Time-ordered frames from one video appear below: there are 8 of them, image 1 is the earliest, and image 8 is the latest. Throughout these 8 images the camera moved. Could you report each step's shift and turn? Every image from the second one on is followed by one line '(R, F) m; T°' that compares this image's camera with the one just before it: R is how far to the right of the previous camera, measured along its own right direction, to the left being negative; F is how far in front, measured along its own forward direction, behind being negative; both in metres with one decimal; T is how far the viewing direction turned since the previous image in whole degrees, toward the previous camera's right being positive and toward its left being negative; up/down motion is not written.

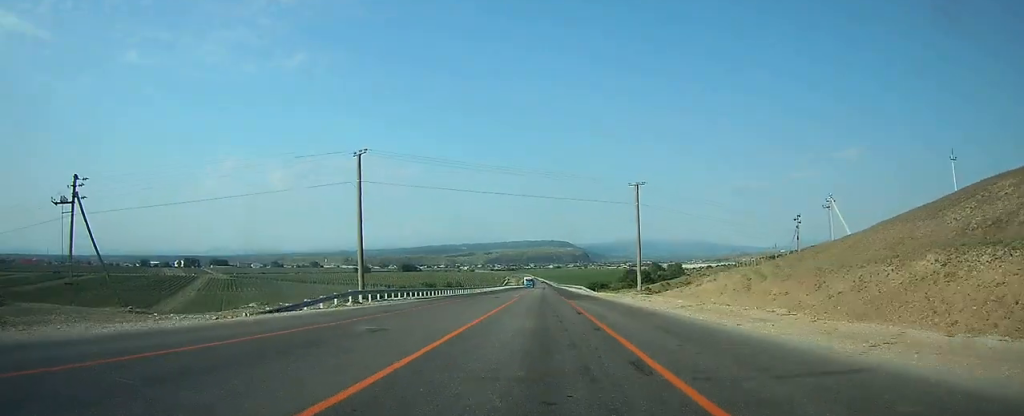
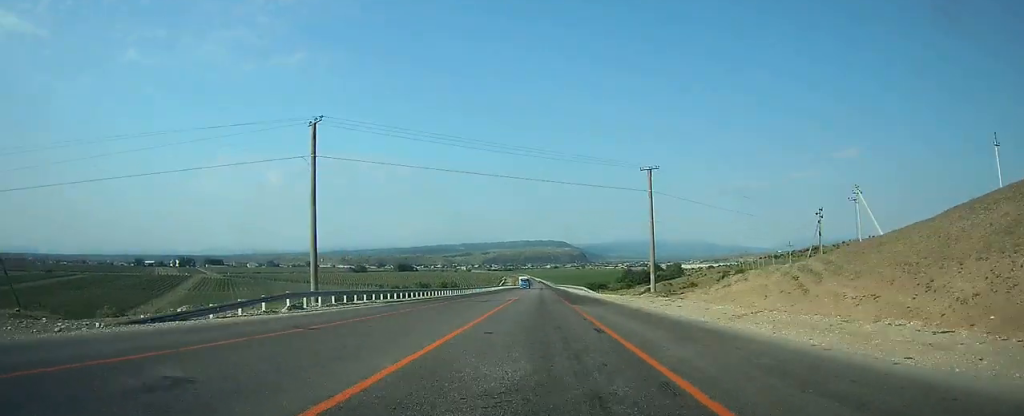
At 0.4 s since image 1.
(0.0, +8.9) m; 0°
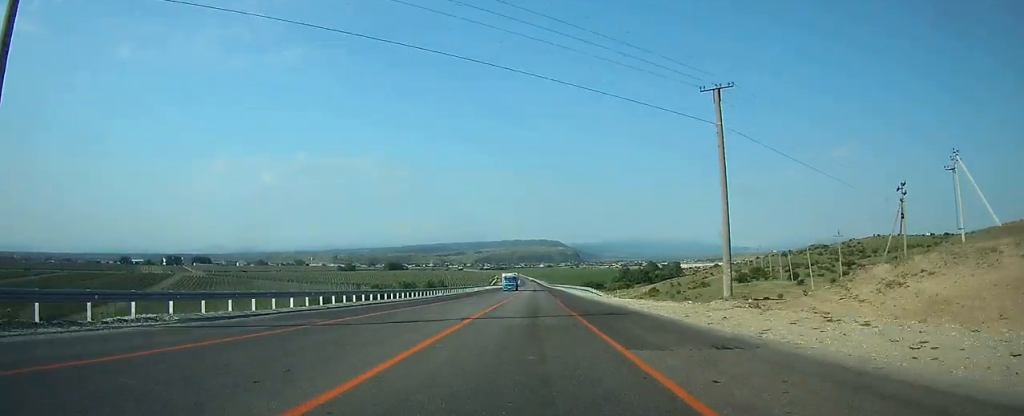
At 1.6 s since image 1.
(+0.1, +23.2) m; 0°
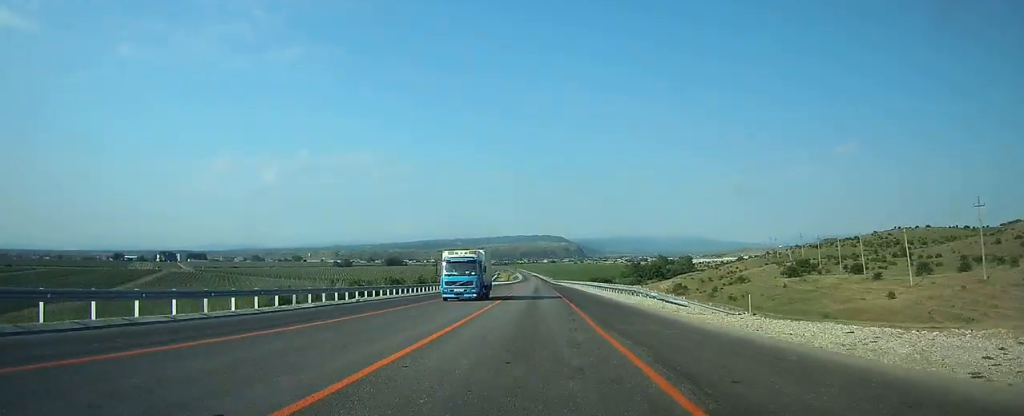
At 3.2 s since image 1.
(0.0, +34.1) m; 0°
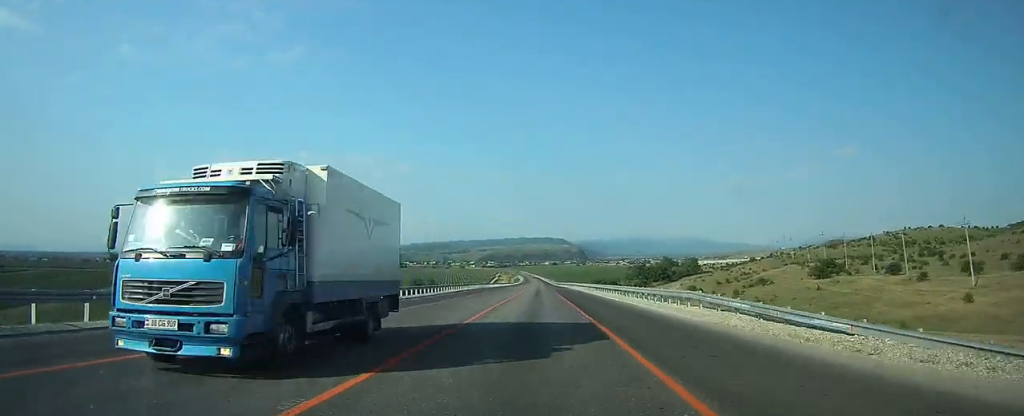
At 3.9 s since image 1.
(0.0, +14.3) m; 0°
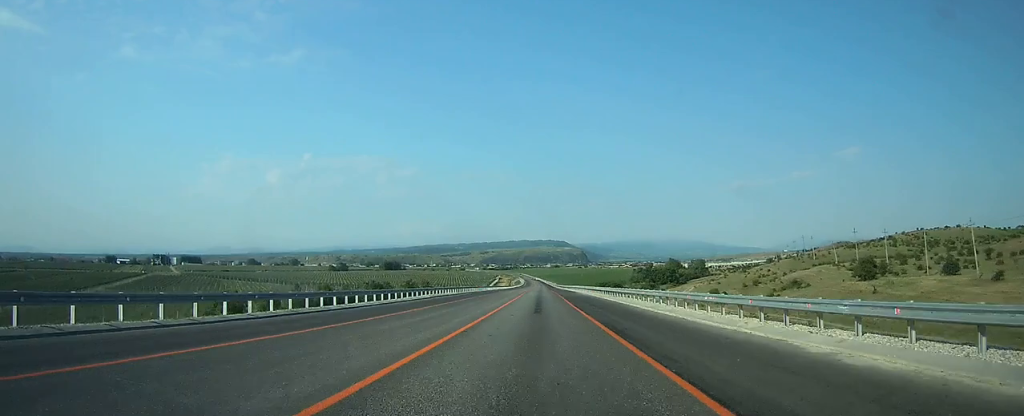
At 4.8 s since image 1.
(+0.1, +18.5) m; 0°
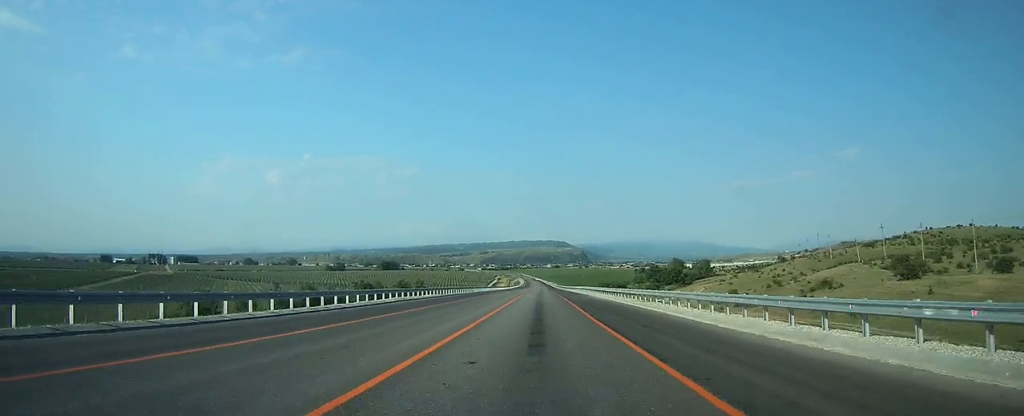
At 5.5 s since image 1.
(0.0, +13.9) m; 0°
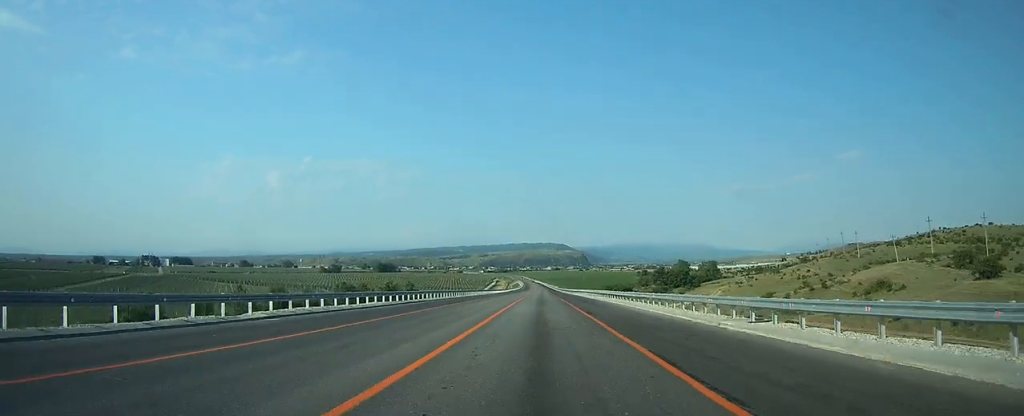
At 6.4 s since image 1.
(0.0, +19.8) m; 0°
